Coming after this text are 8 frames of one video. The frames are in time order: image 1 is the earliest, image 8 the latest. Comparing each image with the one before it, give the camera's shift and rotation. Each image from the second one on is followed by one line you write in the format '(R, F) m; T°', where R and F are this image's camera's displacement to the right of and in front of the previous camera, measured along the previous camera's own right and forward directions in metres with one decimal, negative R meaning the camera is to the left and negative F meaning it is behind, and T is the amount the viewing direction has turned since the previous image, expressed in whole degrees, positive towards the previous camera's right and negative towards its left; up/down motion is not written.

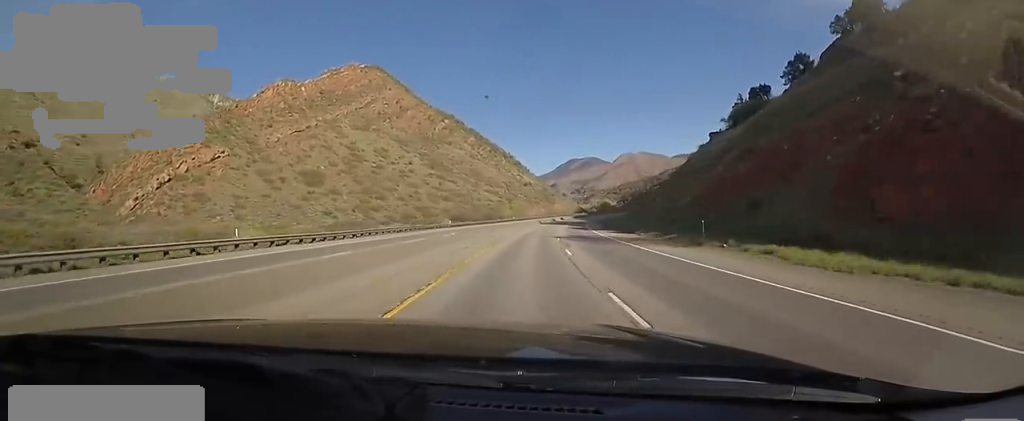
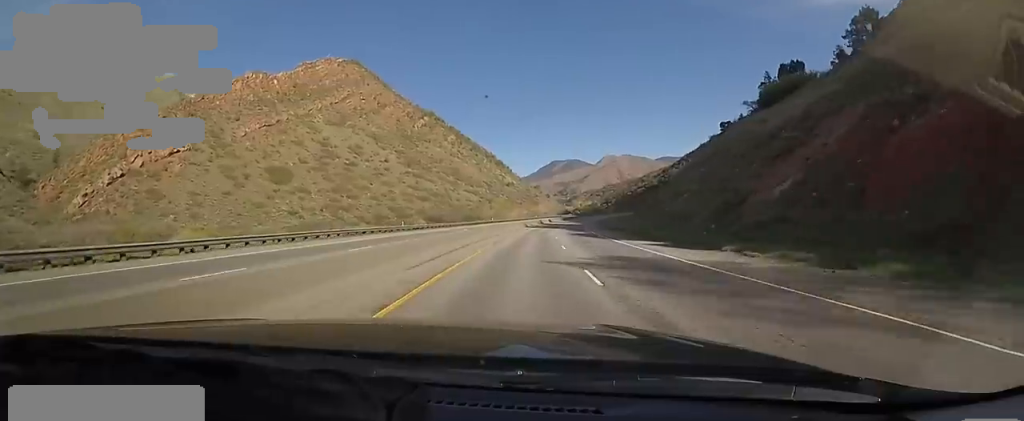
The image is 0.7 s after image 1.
(+0.6, +20.7) m; +3°
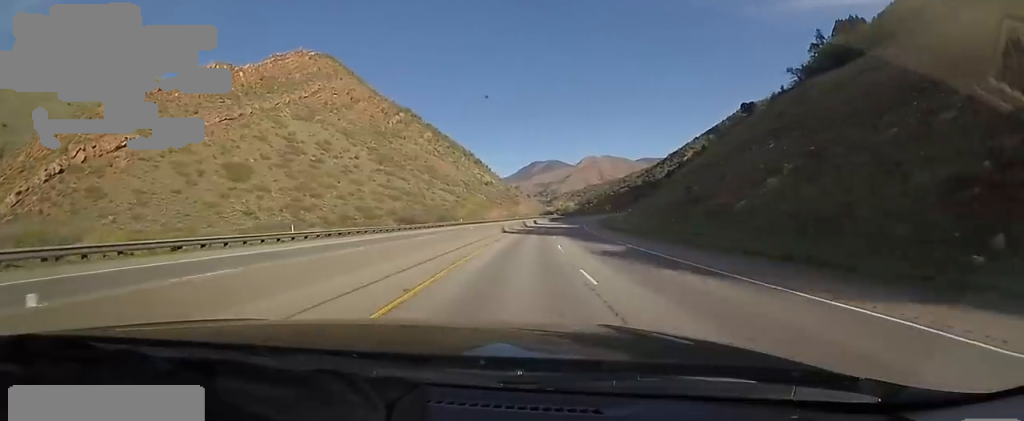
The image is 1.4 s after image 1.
(+1.2, +23.9) m; +3°
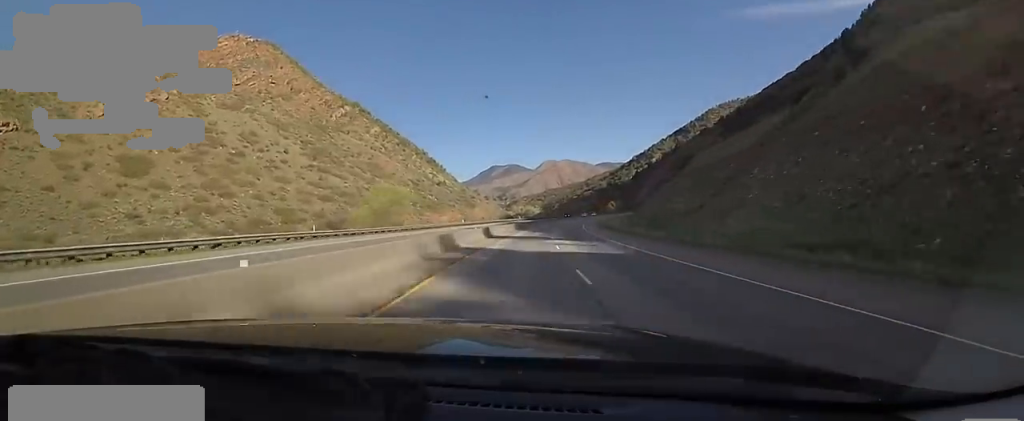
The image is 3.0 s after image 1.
(+0.9, +49.0) m; +4°
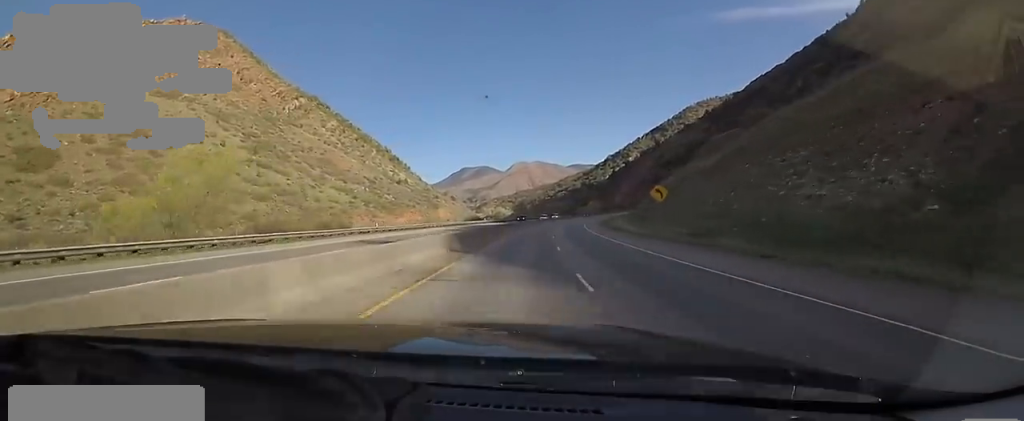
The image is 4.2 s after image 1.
(+1.4, +37.6) m; +4°
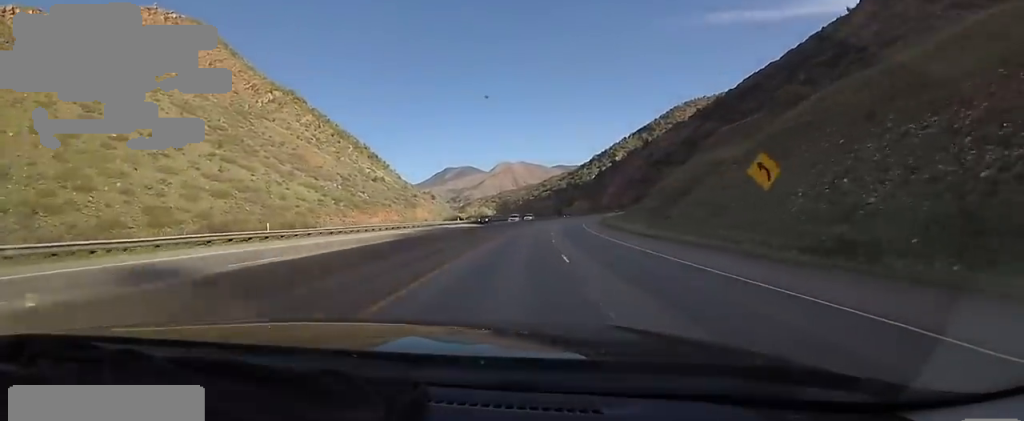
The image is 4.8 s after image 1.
(+0.5, +18.8) m; +2°
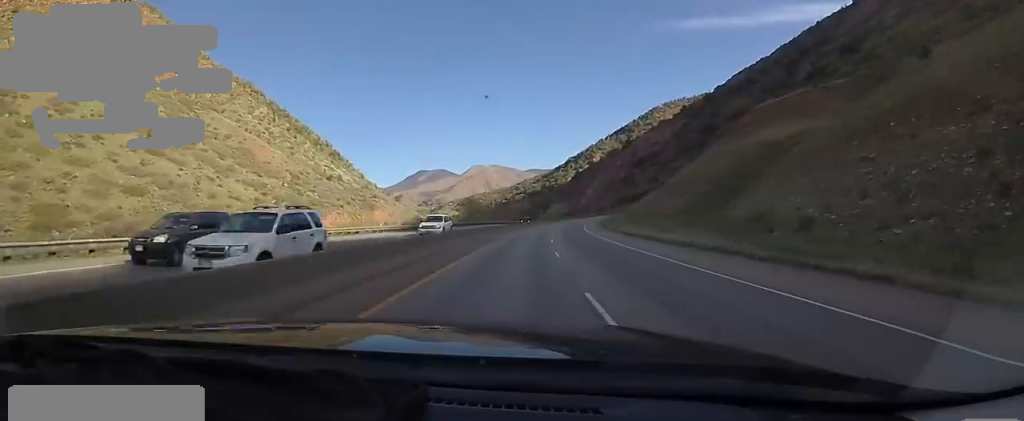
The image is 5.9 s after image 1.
(+1.1, +33.5) m; +4°
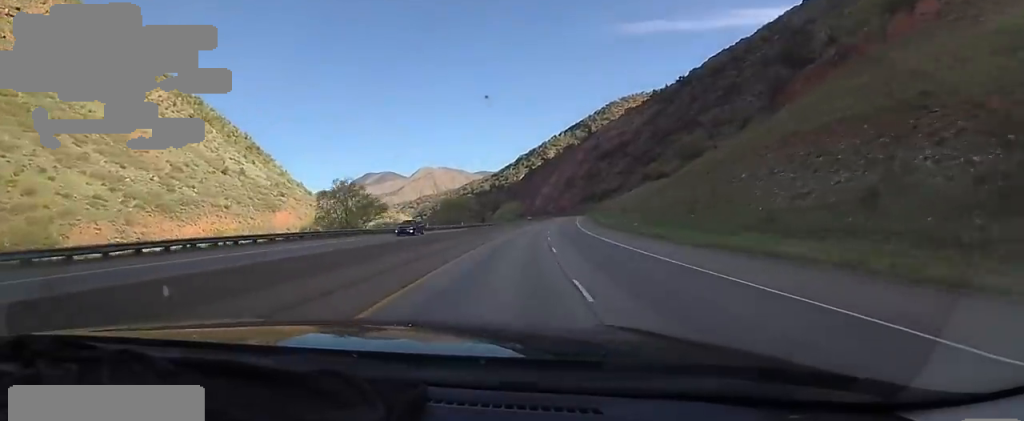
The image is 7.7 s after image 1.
(+3.3, +58.3) m; +6°
